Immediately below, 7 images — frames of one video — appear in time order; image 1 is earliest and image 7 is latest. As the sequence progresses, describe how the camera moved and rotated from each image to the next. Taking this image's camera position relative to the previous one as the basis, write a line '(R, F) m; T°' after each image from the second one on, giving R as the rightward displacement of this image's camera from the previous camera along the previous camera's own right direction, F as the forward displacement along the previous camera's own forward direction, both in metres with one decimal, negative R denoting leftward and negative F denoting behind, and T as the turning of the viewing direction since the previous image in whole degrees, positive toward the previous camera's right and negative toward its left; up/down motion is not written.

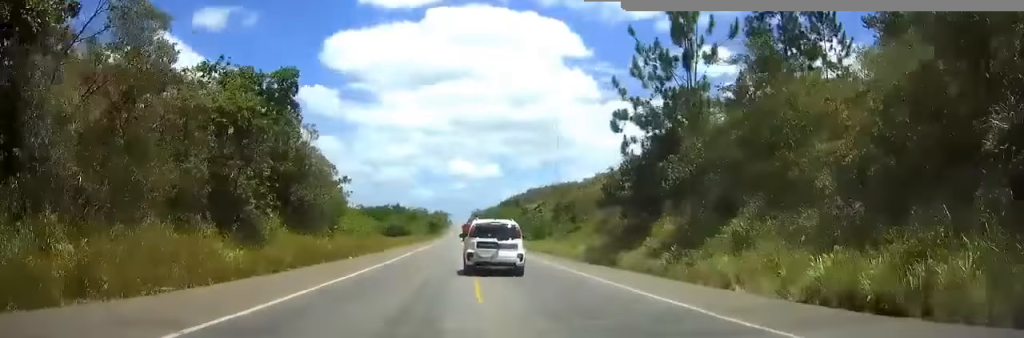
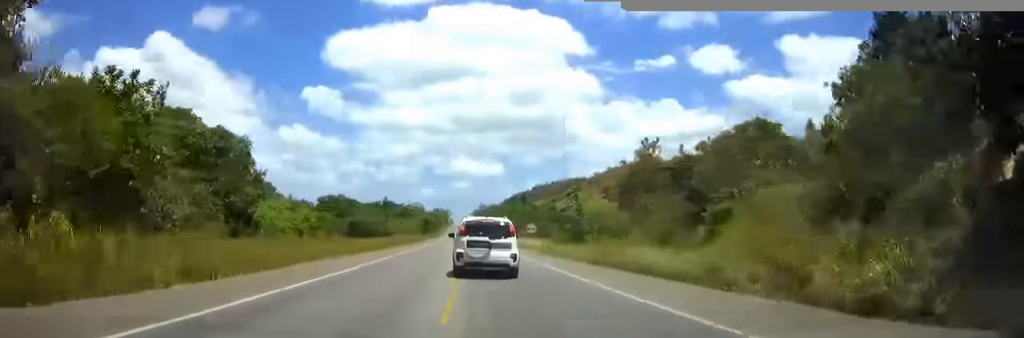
(0.0, +29.4) m; 0°
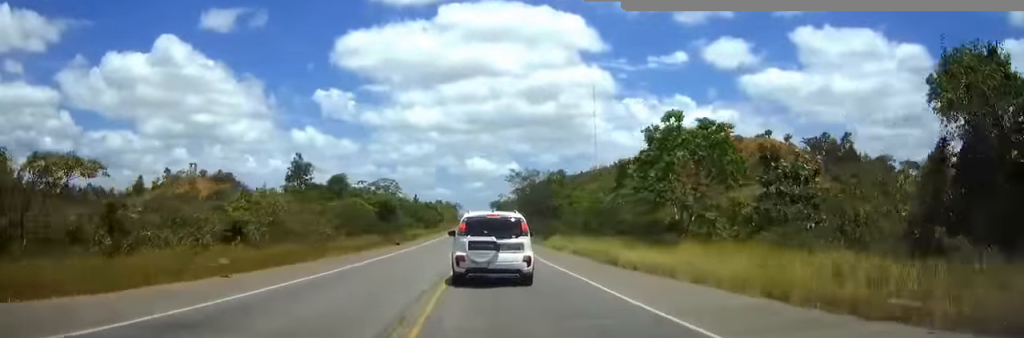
(-0.2, +83.3) m; 0°
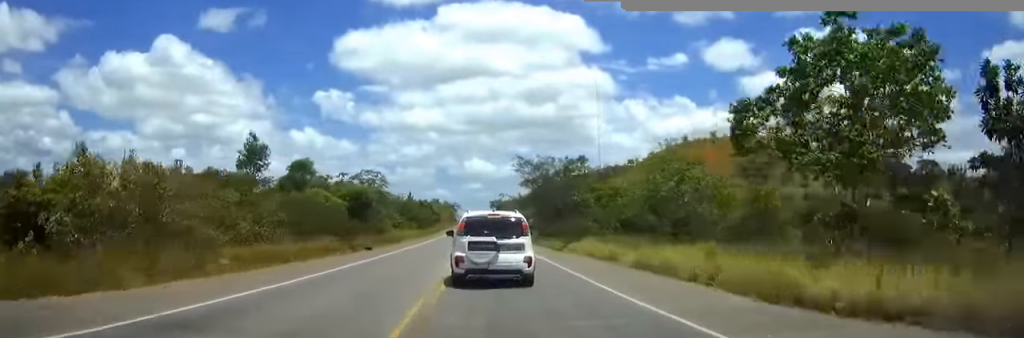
(0.0, +14.3) m; 0°
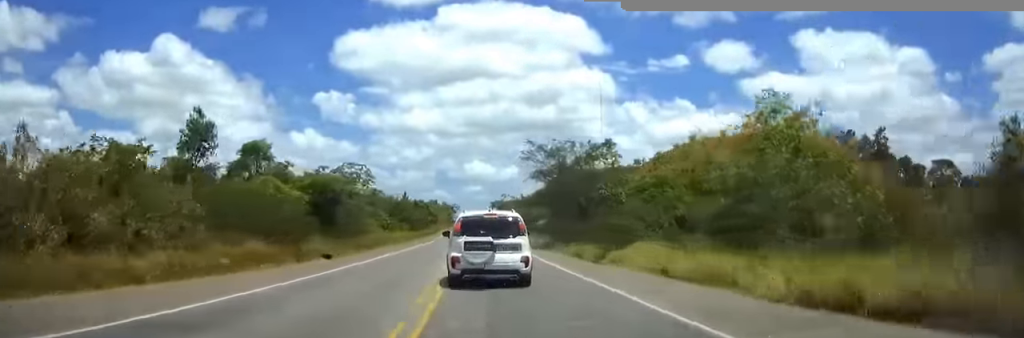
(0.0, +11.3) m; 0°
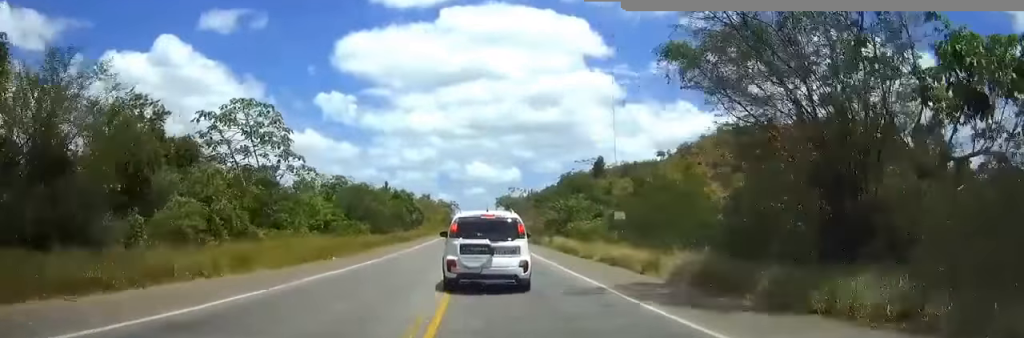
(-0.1, +34.1) m; 0°
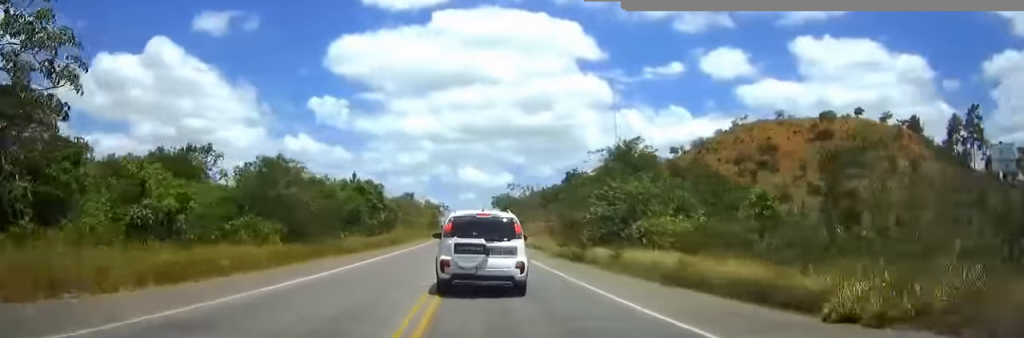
(+0.1, +24.7) m; 0°
